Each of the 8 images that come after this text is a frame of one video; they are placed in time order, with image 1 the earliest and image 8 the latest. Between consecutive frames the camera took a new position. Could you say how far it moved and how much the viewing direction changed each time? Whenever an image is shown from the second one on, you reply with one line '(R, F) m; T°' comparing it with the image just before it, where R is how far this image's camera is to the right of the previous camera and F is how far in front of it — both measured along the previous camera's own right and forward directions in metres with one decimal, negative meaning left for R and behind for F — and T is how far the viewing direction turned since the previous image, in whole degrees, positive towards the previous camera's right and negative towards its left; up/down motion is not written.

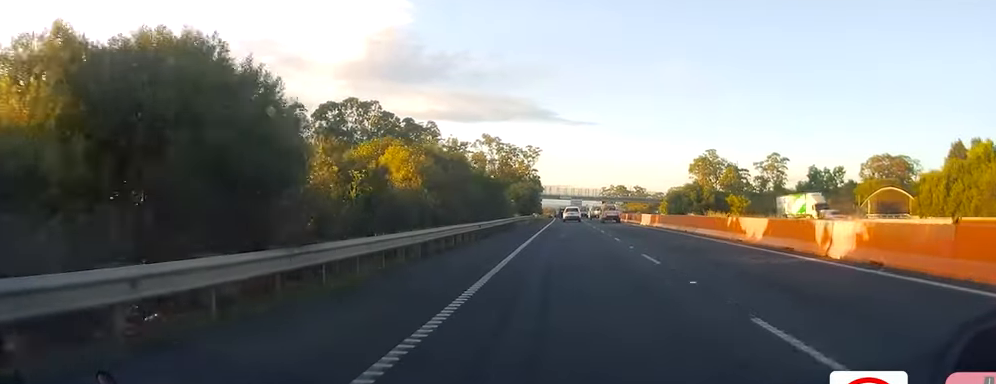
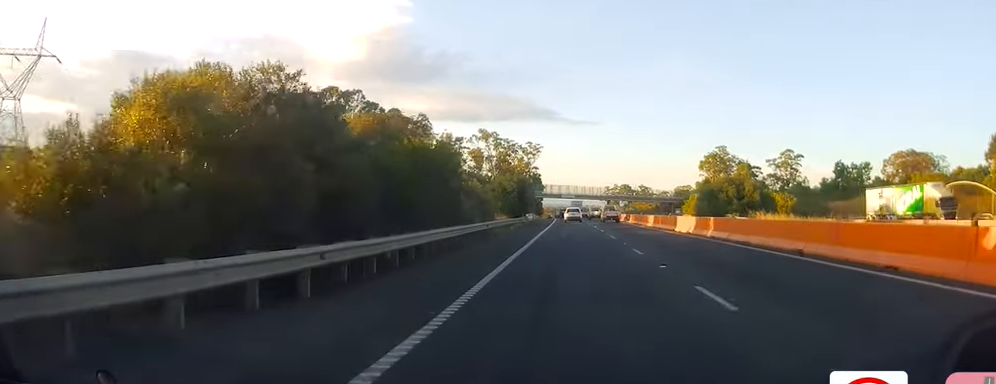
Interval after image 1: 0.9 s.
(-0.1, +19.0) m; 0°
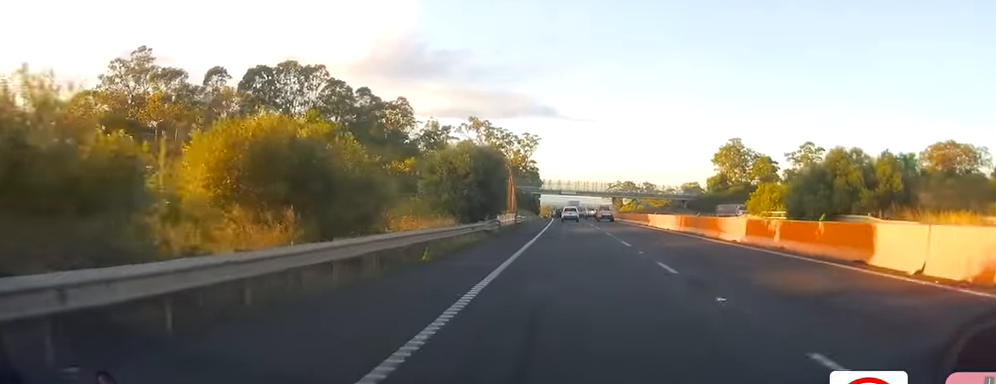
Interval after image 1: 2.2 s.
(0.0, +28.4) m; 0°
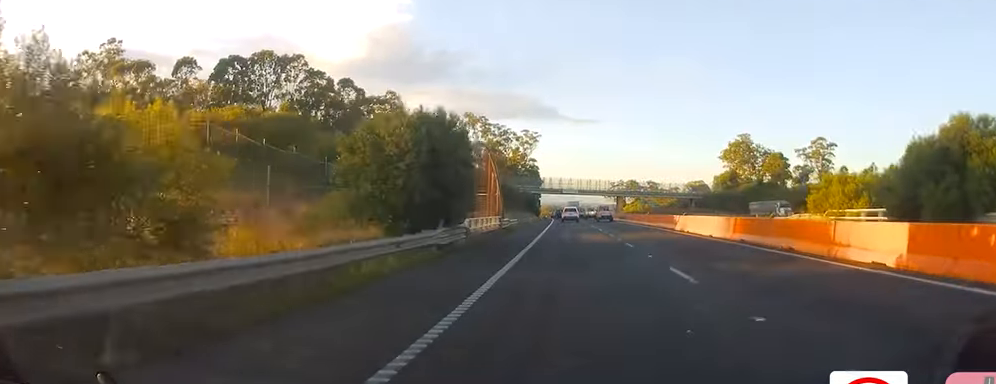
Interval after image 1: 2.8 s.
(-0.1, +13.0) m; 0°
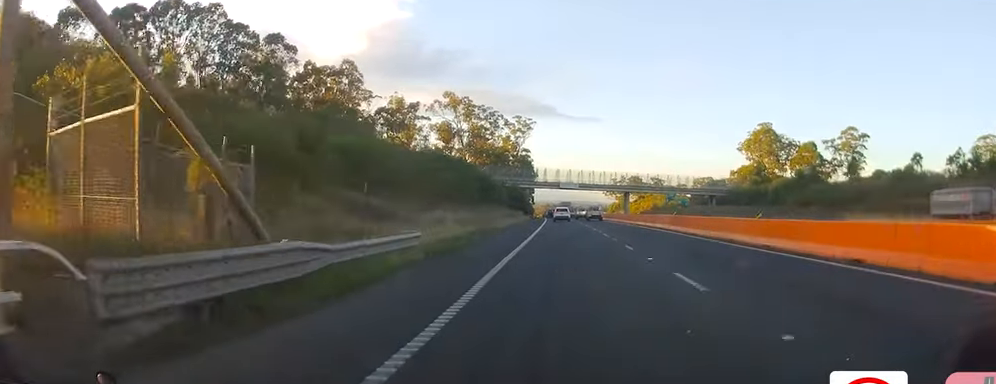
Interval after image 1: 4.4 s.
(+0.2, +34.9) m; +2°
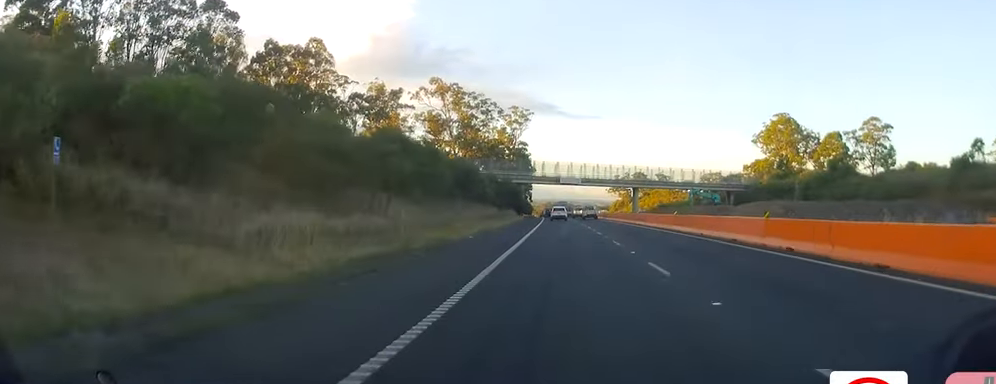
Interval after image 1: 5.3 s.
(+0.4, +19.8) m; 0°
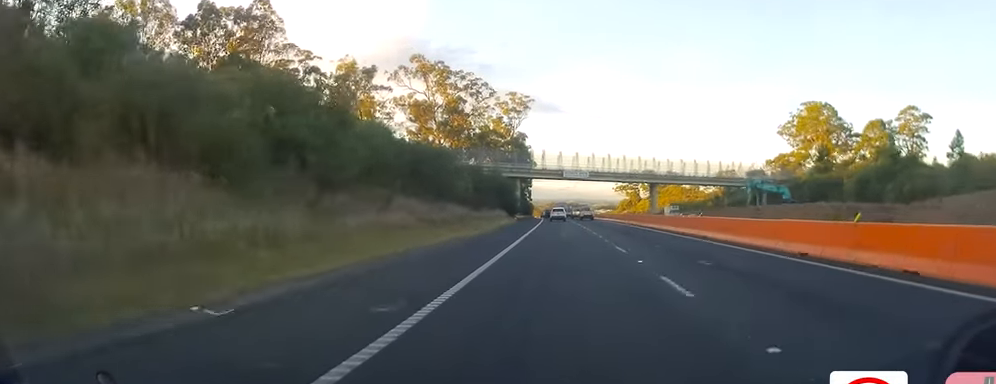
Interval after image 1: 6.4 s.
(-0.5, +25.7) m; -1°
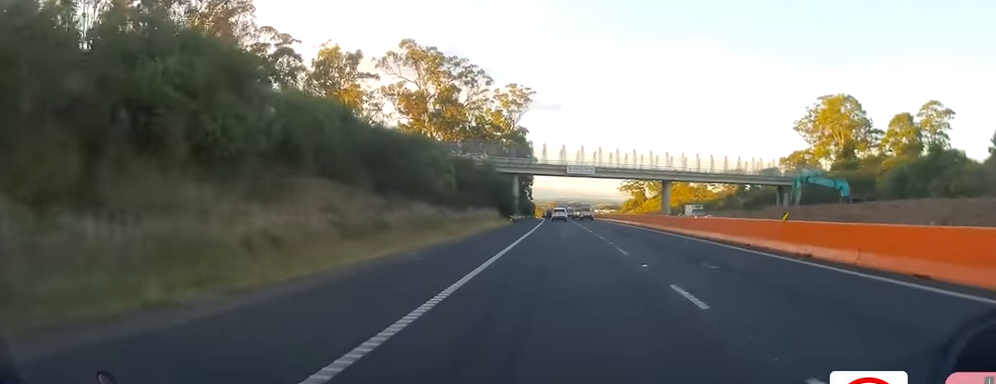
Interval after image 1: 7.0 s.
(0.0, +12.5) m; 0°
